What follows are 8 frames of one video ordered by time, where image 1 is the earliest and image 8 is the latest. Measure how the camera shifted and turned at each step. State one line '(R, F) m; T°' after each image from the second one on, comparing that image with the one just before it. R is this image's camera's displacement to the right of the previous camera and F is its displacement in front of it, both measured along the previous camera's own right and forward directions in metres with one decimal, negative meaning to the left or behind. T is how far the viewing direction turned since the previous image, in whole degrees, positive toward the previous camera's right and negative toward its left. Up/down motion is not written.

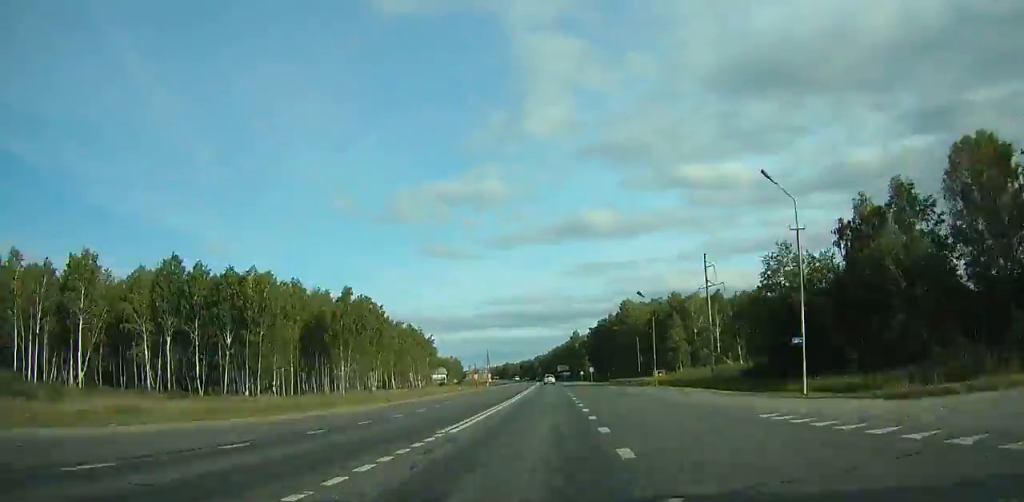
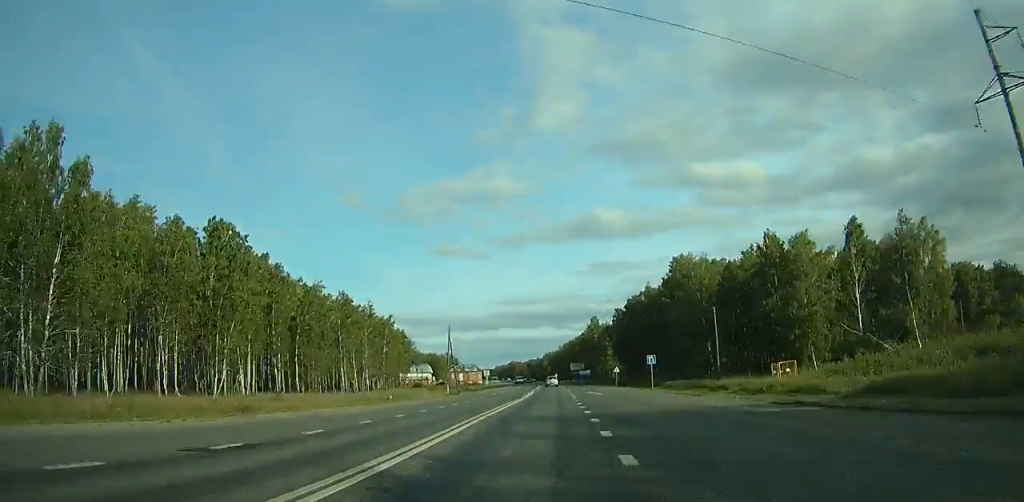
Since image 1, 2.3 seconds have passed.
(+0.2, +63.2) m; -1°
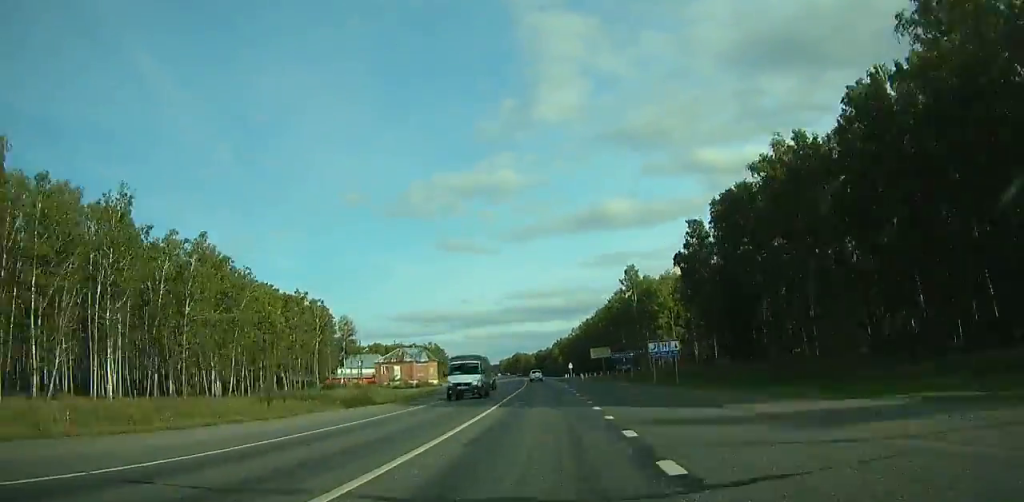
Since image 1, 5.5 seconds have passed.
(-2.0, +86.7) m; -3°
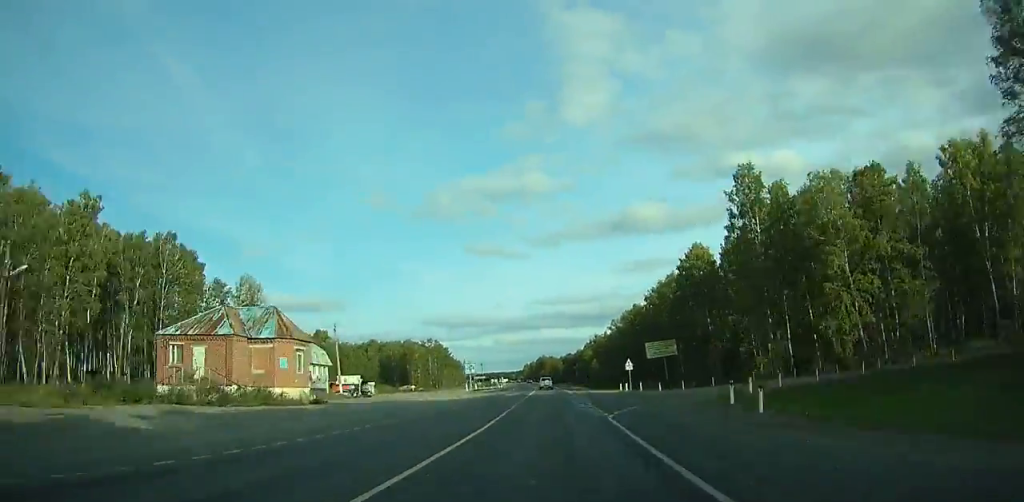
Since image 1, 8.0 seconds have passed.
(-1.1, +66.4) m; -2°
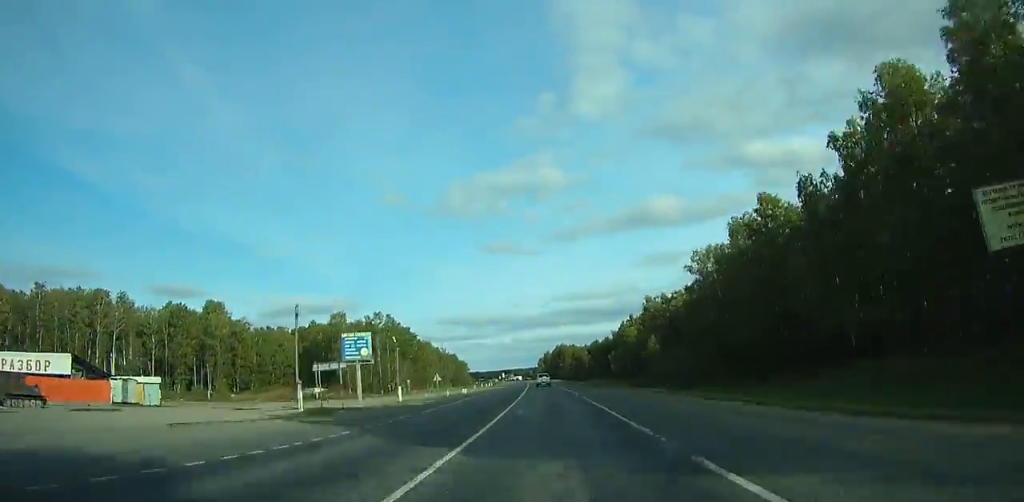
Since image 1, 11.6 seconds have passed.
(-2.5, +94.6) m; -3°
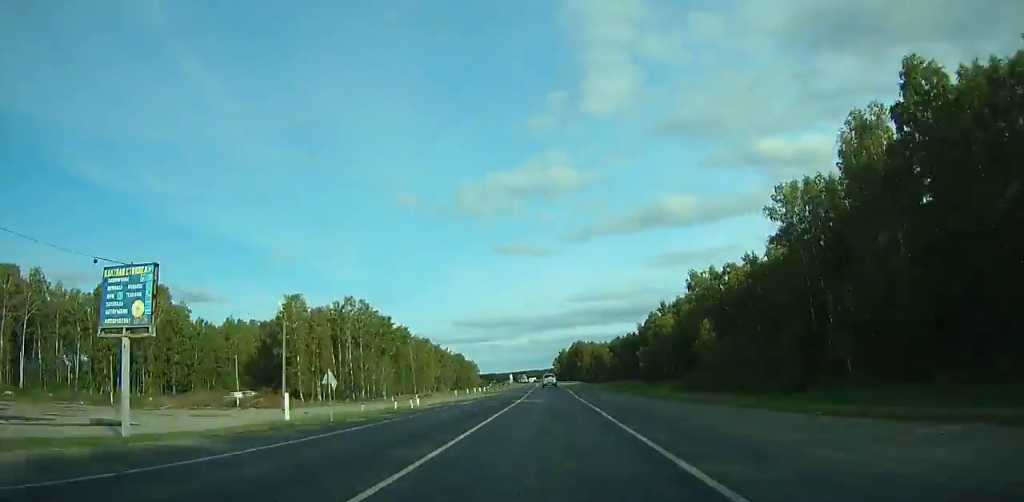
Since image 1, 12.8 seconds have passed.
(-0.7, +31.5) m; -1°
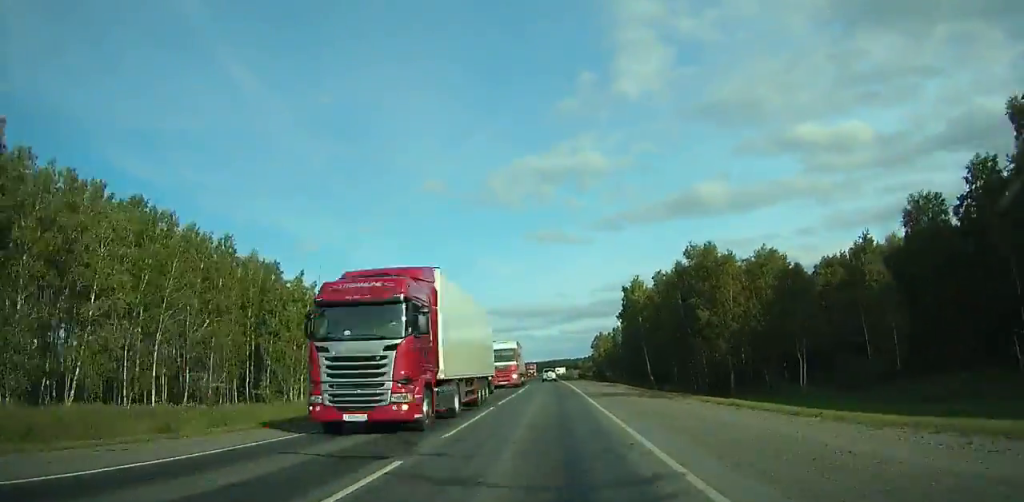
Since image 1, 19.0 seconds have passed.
(-4.1, +163.9) m; -3°
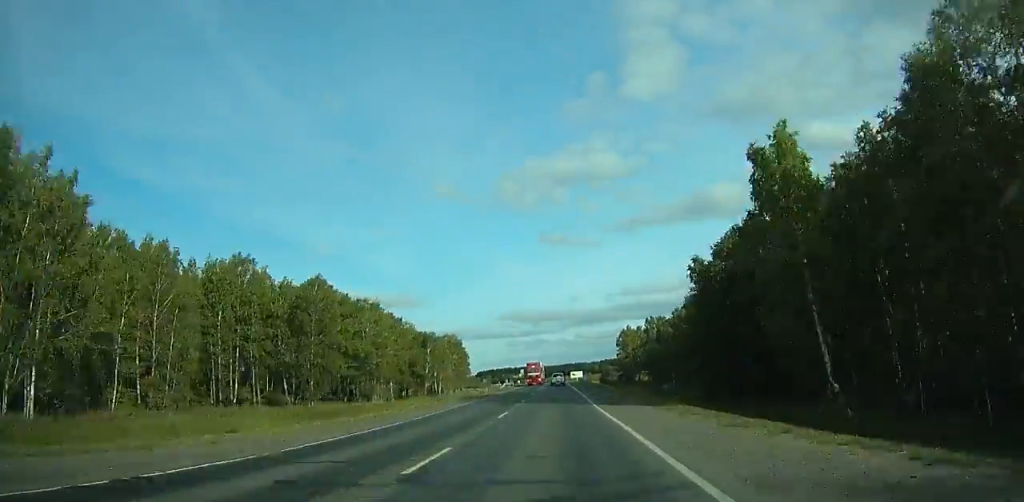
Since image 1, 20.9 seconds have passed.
(-0.4, +51.3) m; -1°
